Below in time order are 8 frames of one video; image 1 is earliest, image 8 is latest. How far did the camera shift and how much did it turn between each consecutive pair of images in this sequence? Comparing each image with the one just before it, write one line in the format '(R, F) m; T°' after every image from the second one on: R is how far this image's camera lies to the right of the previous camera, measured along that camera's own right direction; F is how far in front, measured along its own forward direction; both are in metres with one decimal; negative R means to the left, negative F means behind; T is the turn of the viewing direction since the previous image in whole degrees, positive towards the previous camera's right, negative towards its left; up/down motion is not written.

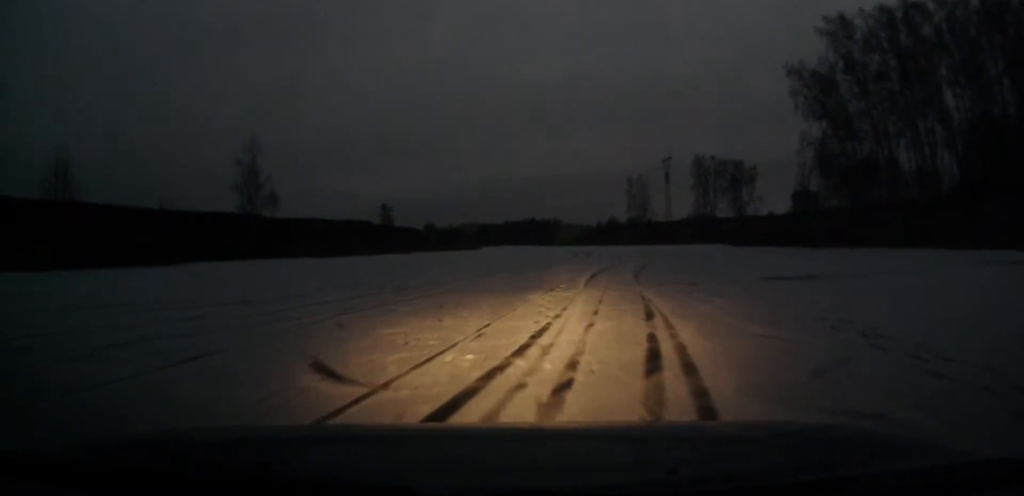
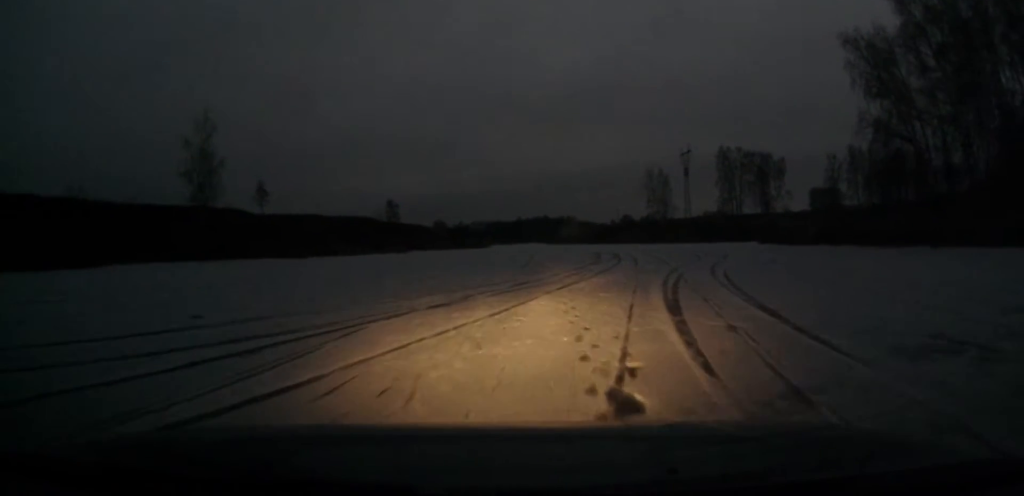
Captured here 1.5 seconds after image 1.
(0.0, +12.2) m; +1°
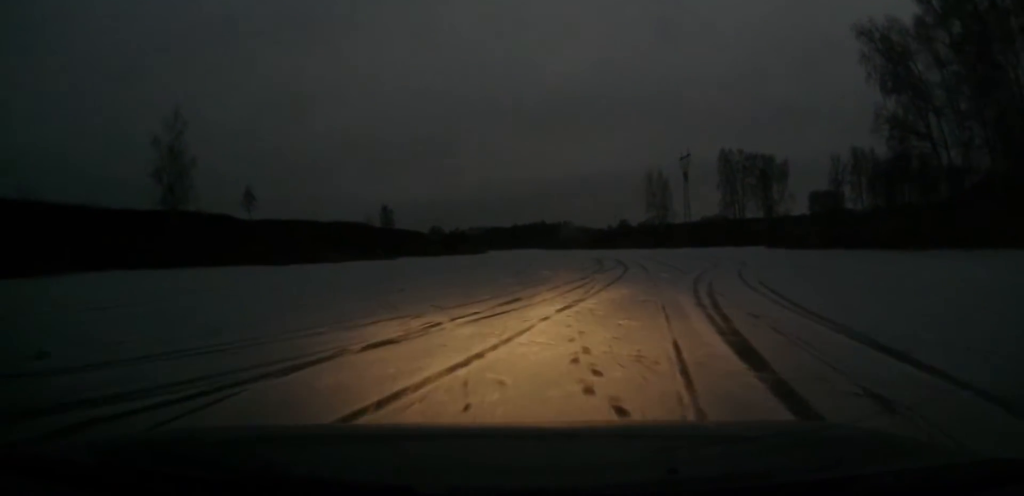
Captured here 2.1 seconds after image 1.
(0.0, +4.0) m; 0°
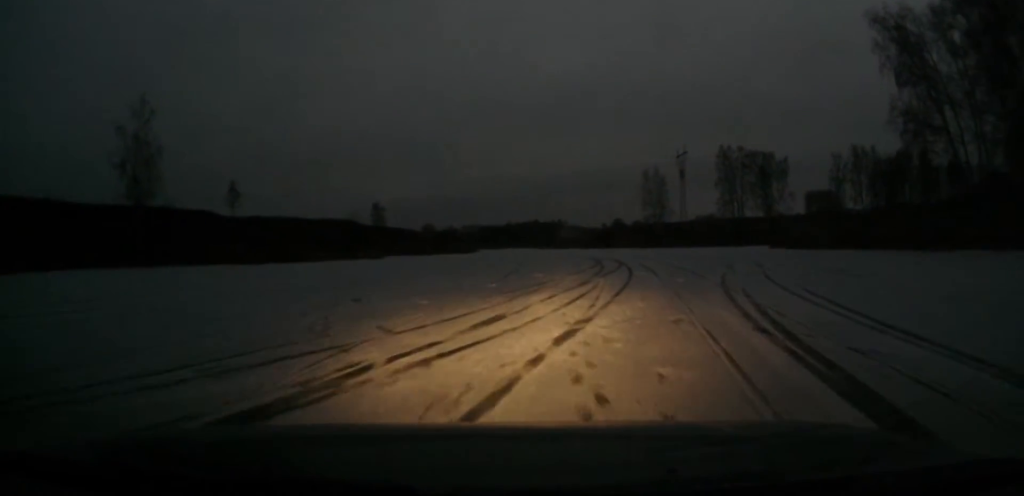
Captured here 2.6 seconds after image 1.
(0.0, +3.8) m; 0°
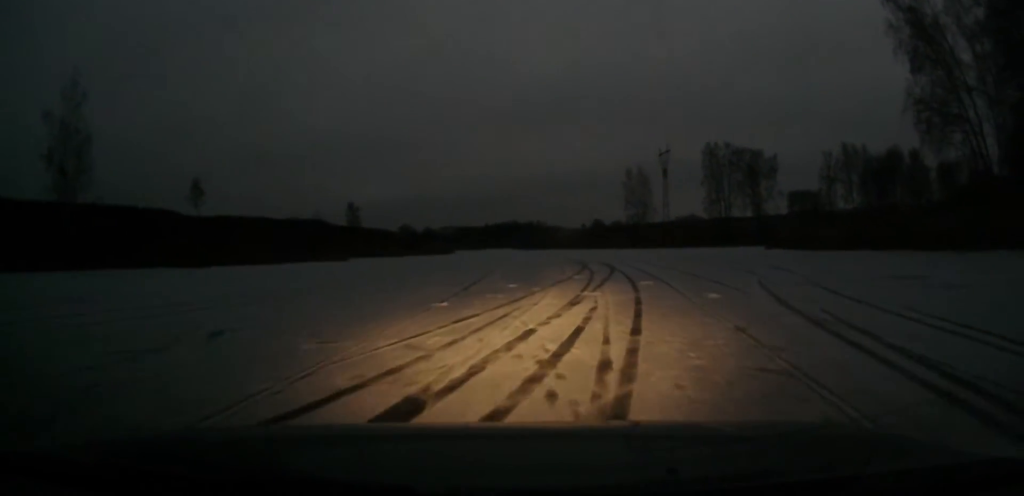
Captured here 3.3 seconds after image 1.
(0.0, +5.8) m; +1°
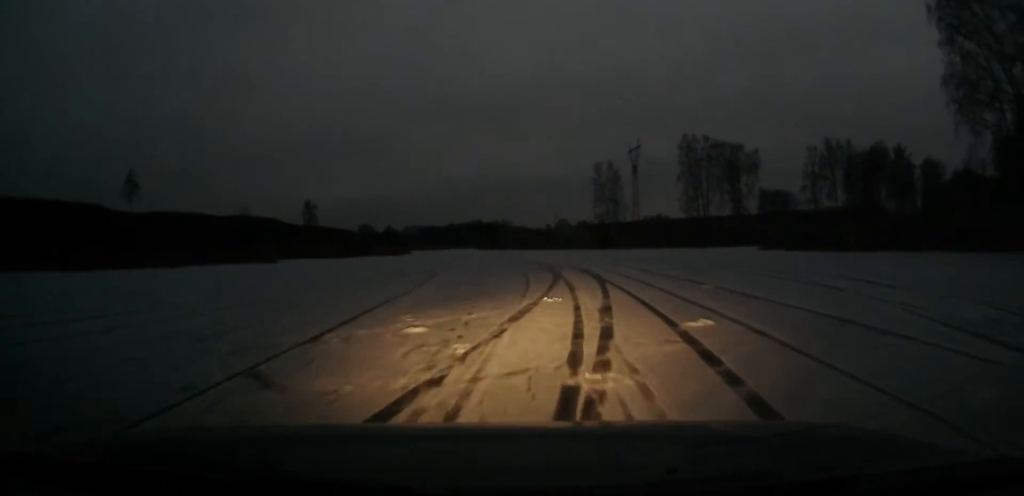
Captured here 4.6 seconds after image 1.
(+0.2, +9.7) m; +3°
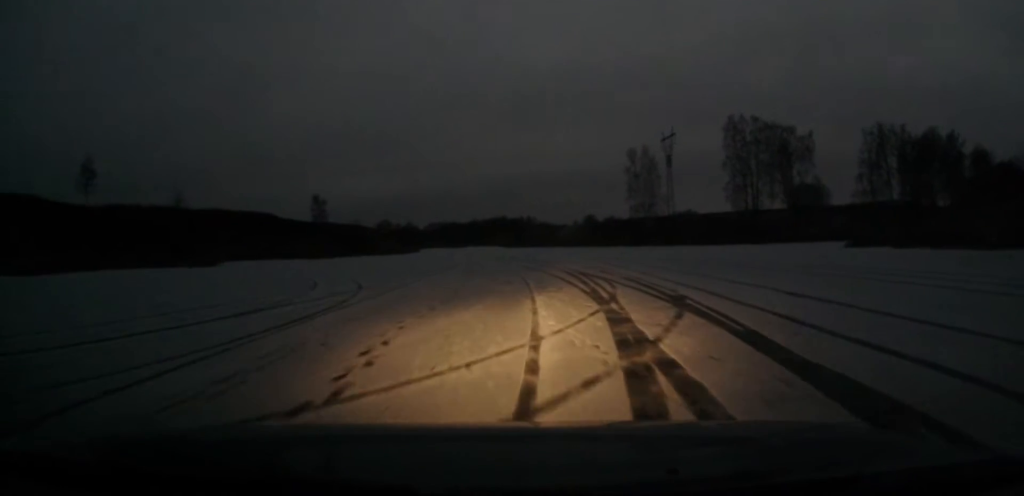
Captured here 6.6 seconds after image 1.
(-0.6, +18.0) m; -8°
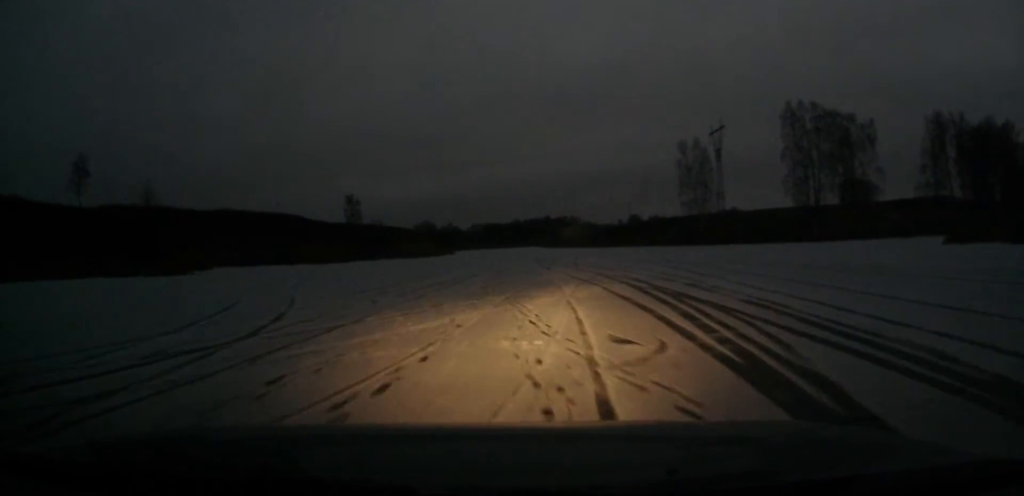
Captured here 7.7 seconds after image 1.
(-0.7, +9.8) m; -5°
